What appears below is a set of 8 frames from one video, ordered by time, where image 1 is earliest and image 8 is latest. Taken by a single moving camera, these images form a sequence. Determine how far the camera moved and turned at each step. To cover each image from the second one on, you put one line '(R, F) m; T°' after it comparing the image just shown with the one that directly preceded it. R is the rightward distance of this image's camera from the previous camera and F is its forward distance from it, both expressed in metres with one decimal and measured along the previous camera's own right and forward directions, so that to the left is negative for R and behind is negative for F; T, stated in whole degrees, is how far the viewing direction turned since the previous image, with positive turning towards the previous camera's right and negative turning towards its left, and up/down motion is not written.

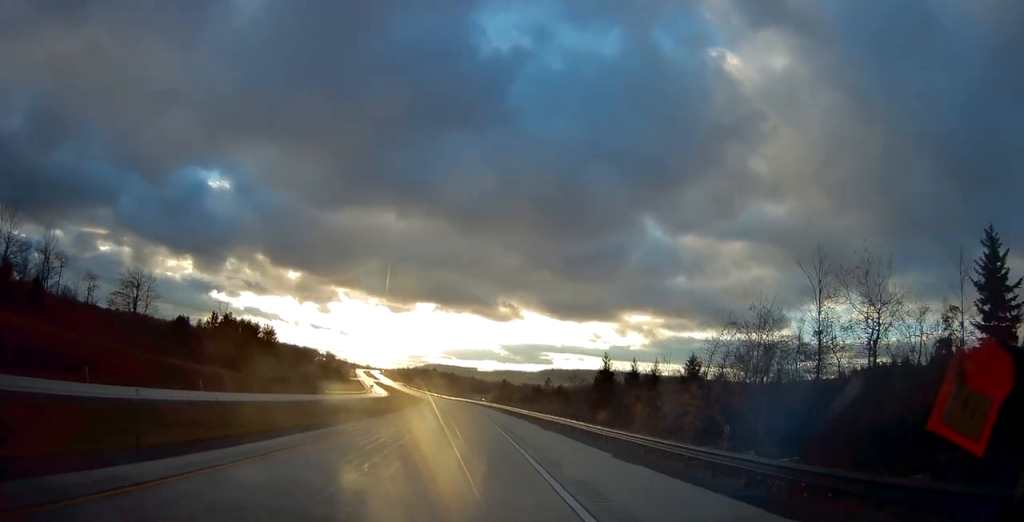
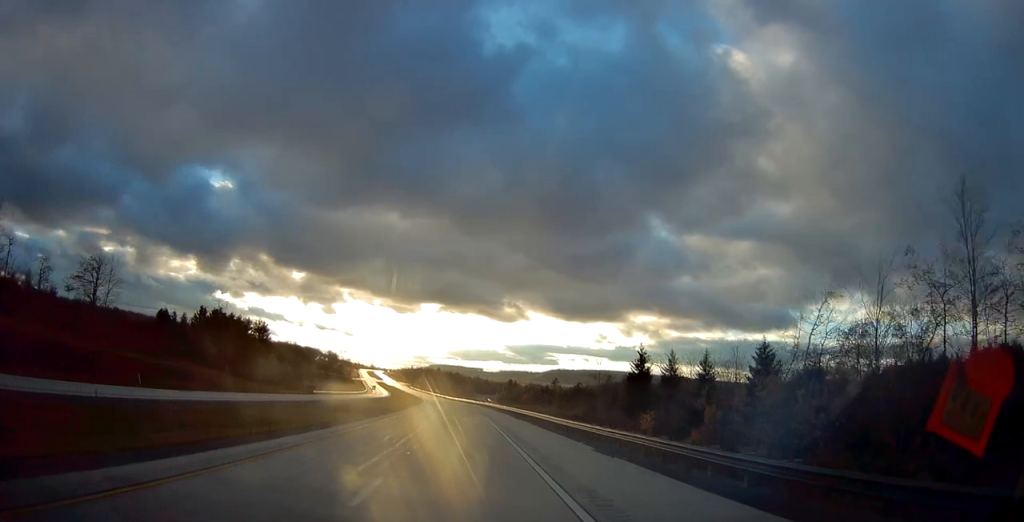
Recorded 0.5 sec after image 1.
(-0.1, +15.3) m; 0°
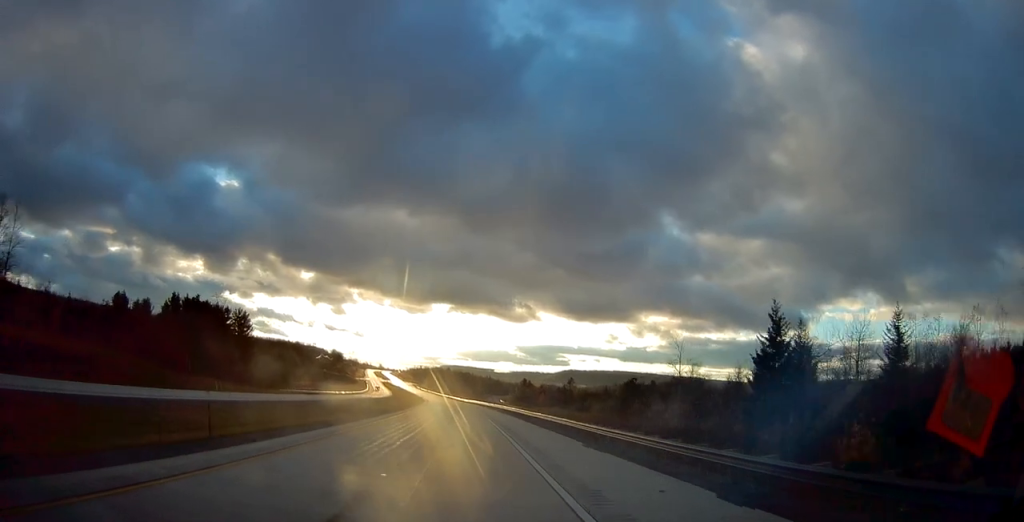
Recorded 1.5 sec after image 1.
(0.0, +29.5) m; -1°
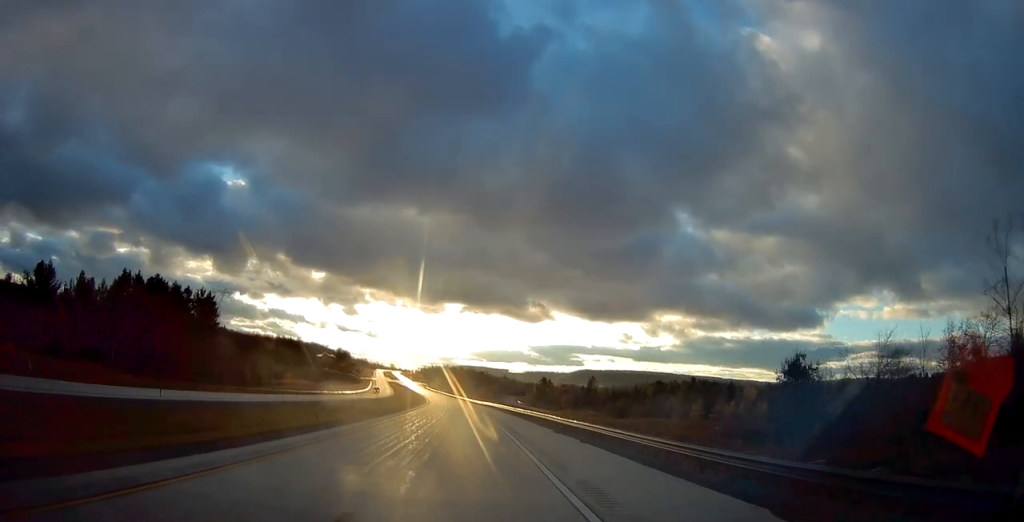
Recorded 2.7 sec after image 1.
(-0.7, +37.5) m; -2°
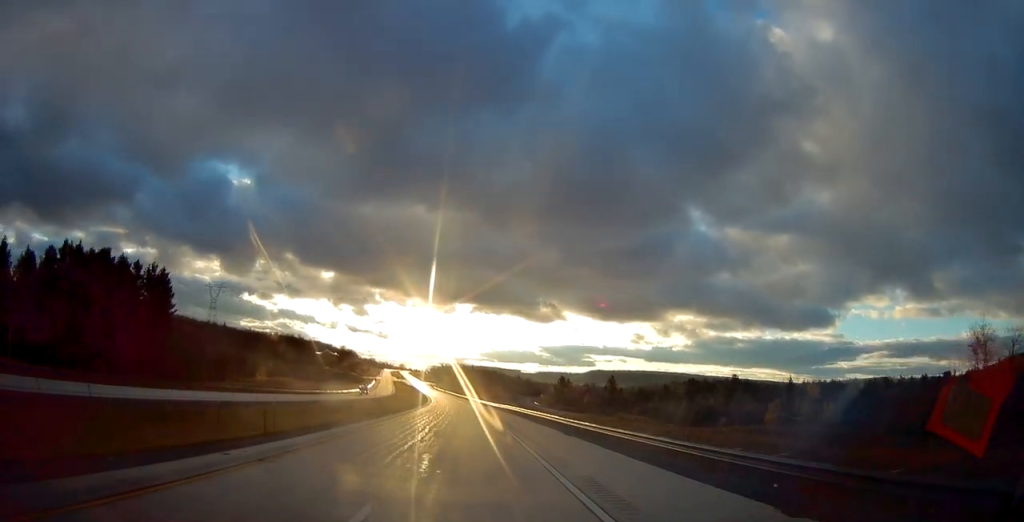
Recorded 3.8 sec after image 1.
(-0.3, +32.4) m; -1°
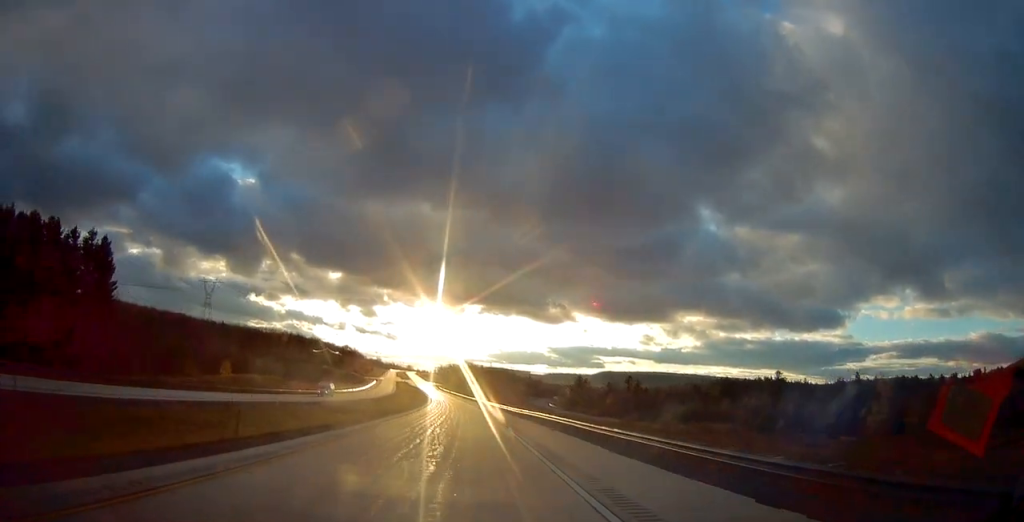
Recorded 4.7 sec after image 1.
(-0.3, +28.4) m; -1°
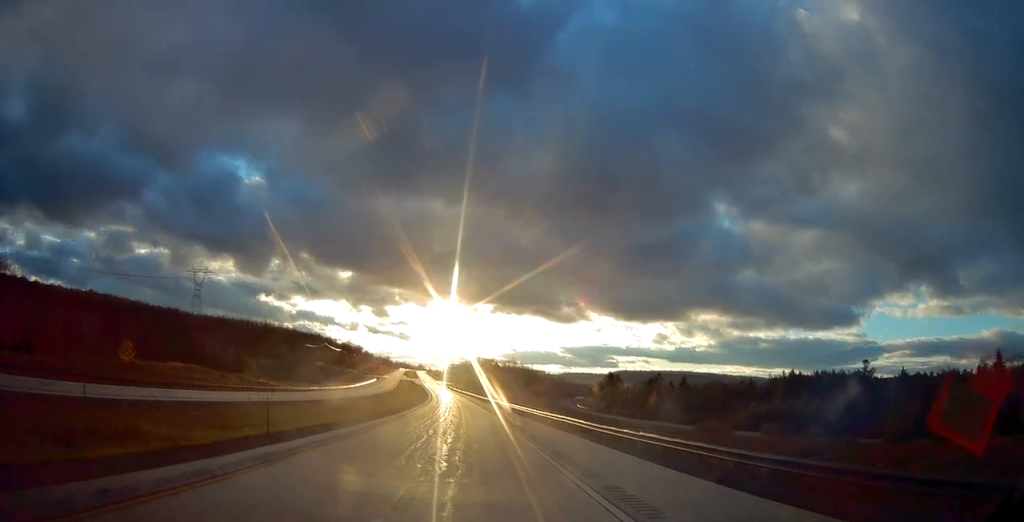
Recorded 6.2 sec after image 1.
(-0.5, +44.7) m; -2°
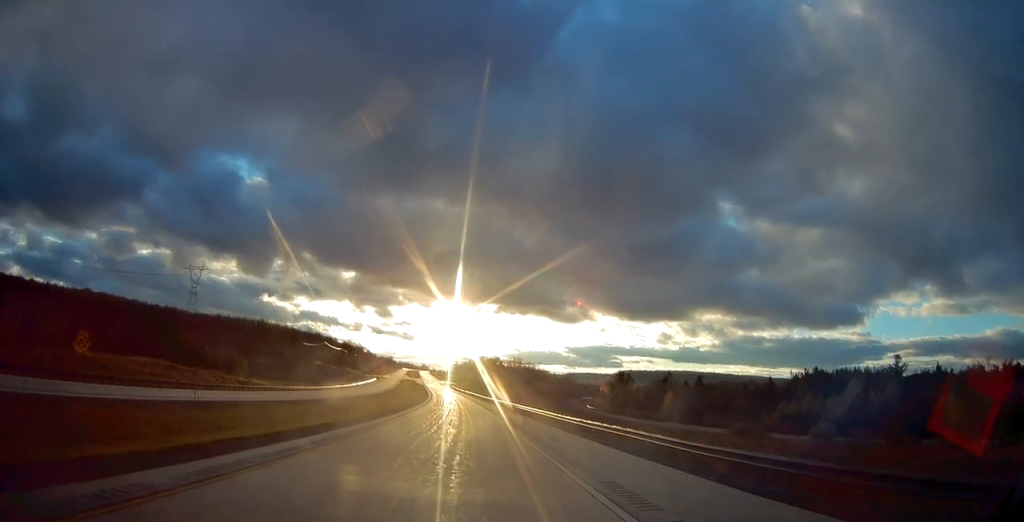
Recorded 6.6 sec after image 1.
(0.0, +13.2) m; -1°
